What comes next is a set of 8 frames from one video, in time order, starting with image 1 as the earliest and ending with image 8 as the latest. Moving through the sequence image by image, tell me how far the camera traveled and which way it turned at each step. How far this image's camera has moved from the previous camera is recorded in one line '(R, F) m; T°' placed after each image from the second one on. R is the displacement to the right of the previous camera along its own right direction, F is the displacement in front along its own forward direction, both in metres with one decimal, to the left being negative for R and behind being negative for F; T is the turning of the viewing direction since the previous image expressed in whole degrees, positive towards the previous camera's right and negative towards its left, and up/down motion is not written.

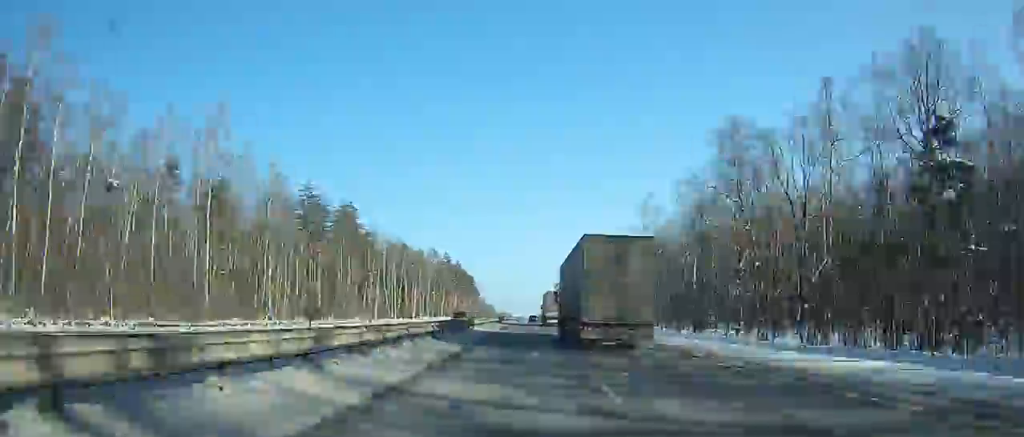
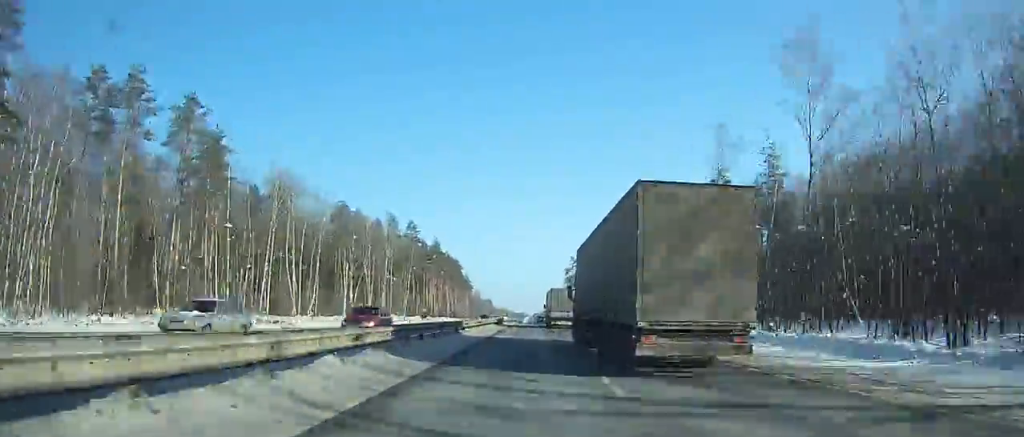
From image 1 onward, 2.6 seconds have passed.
(-0.2, +72.2) m; 0°
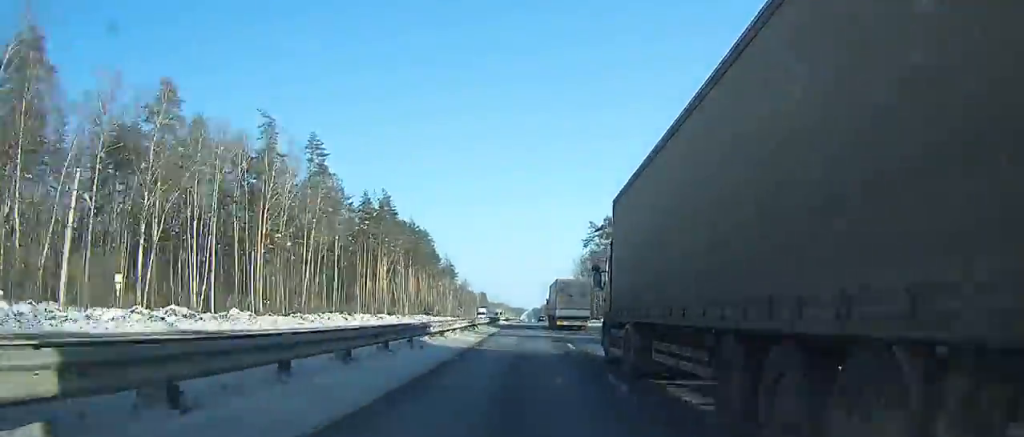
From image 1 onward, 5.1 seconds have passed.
(0.0, +72.2) m; 0°
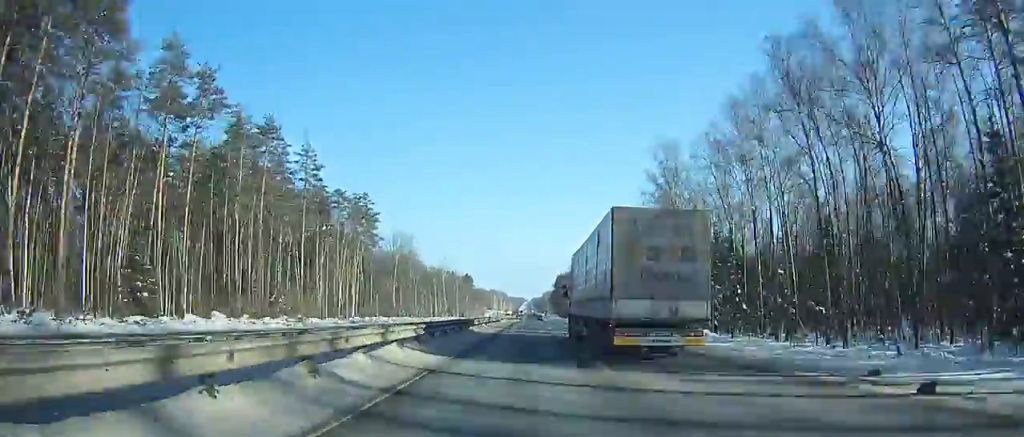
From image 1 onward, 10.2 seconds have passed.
(+0.6, +154.1) m; 0°
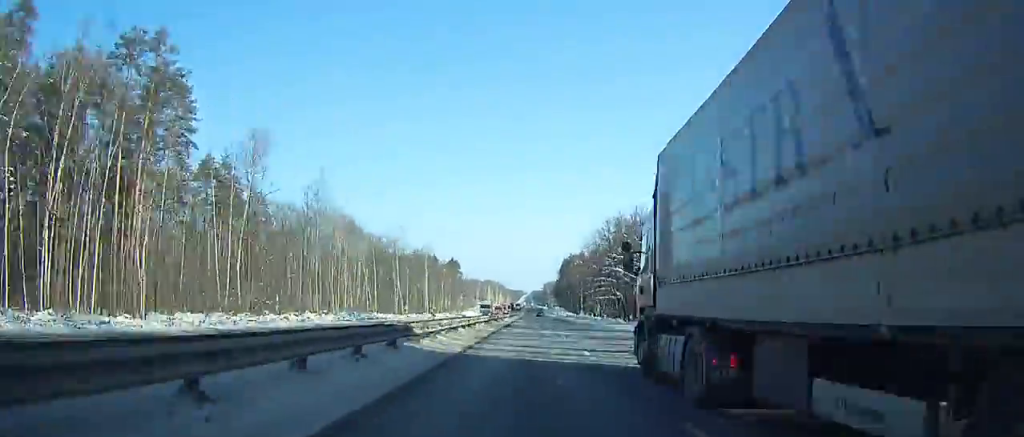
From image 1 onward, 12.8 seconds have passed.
(-0.1, +80.9) m; 0°
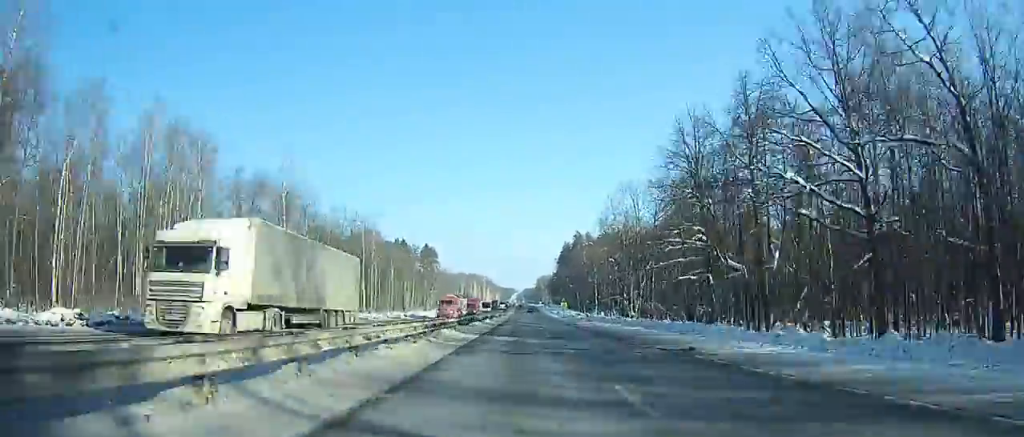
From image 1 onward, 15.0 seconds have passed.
(+0.3, +68.5) m; 0°
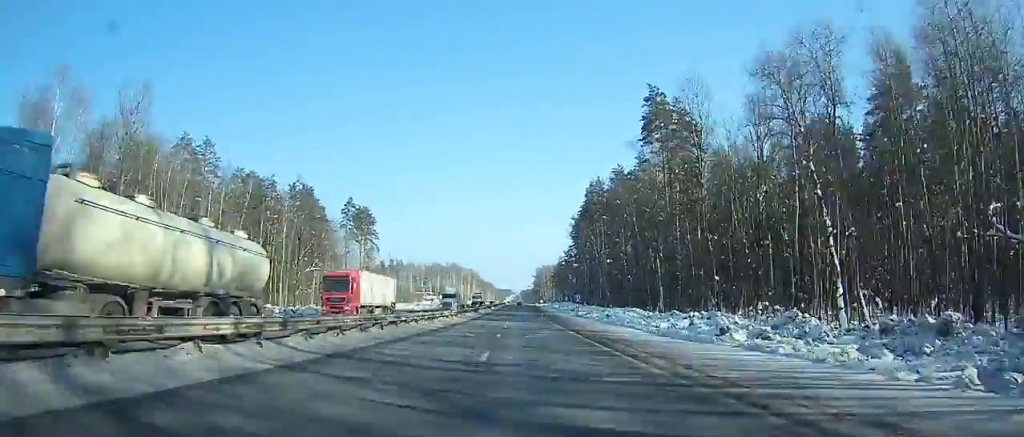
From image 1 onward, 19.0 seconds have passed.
(+0.6, +124.0) m; 0°
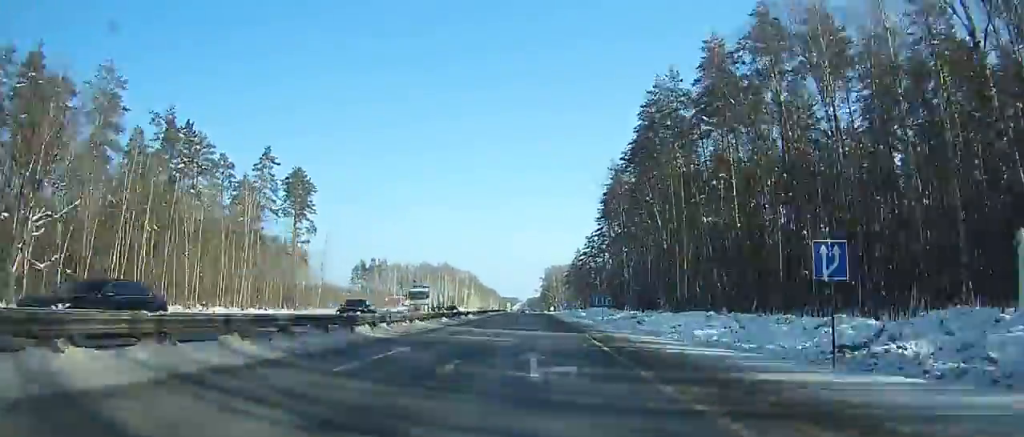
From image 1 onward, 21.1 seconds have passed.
(0.0, +64.1) m; 0°
